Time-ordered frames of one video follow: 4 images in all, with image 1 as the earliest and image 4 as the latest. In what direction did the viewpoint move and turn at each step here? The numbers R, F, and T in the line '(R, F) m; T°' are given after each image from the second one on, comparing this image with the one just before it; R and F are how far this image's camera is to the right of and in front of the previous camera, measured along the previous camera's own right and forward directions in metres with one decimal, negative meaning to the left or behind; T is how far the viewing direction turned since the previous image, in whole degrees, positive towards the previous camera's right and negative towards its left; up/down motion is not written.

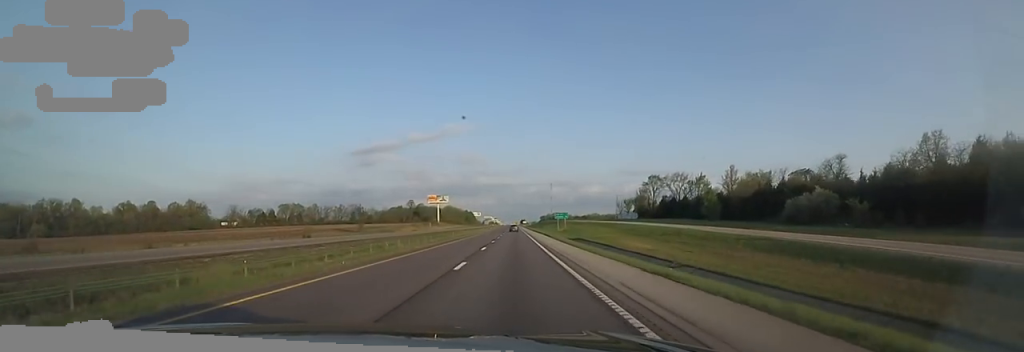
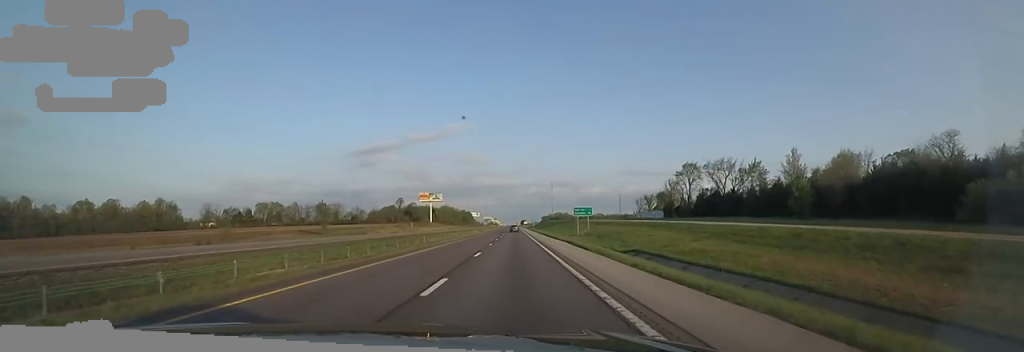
(+0.7, +29.5) m; 0°
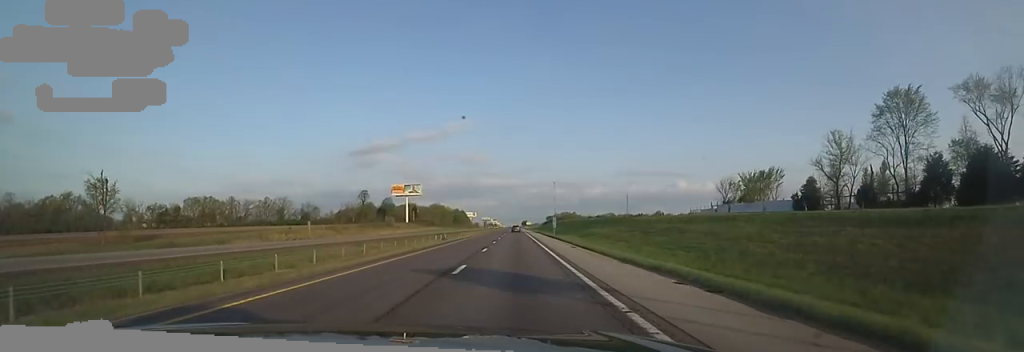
(0.0, +67.2) m; -2°
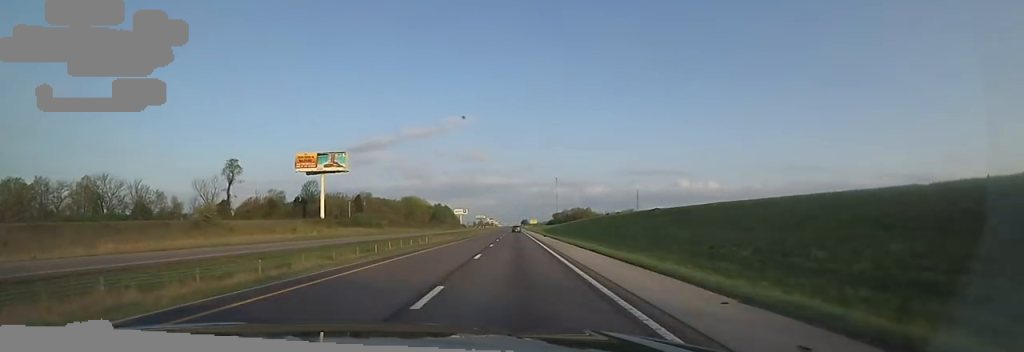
(+2.9, +105.6) m; +2°
